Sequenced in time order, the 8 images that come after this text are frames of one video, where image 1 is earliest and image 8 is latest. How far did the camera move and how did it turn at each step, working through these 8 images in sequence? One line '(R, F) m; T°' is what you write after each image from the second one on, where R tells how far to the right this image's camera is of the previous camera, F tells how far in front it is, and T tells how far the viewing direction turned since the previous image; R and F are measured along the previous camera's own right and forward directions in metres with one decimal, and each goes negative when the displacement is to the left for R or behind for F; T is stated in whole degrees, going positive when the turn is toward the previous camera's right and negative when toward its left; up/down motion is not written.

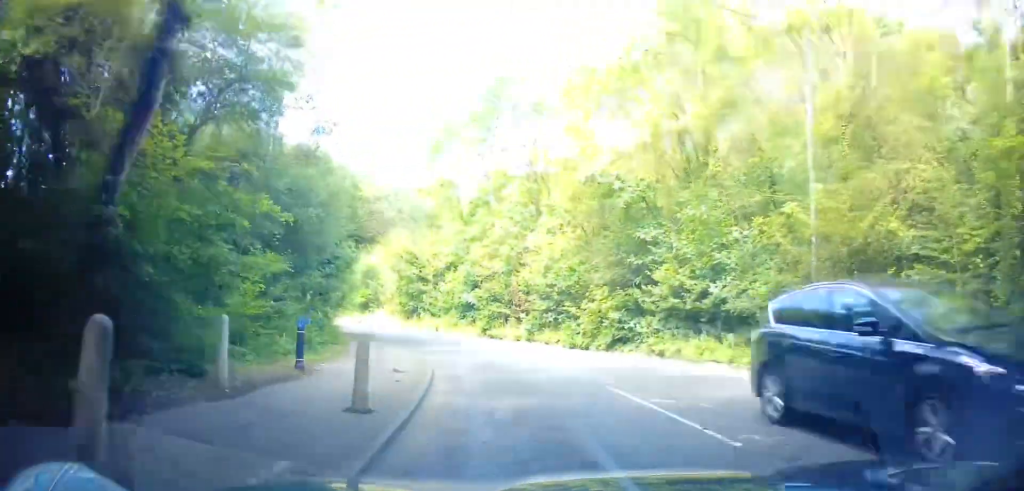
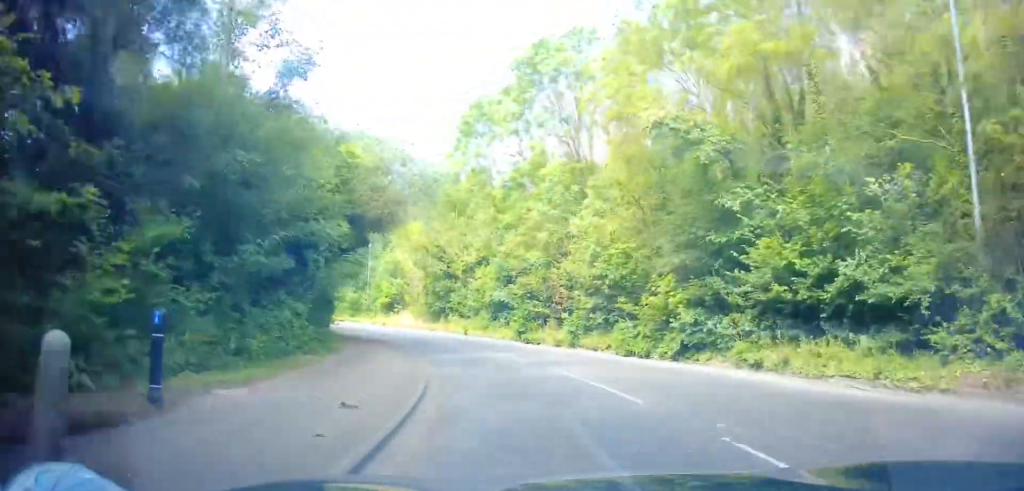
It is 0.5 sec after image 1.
(-0.2, +4.9) m; -5°
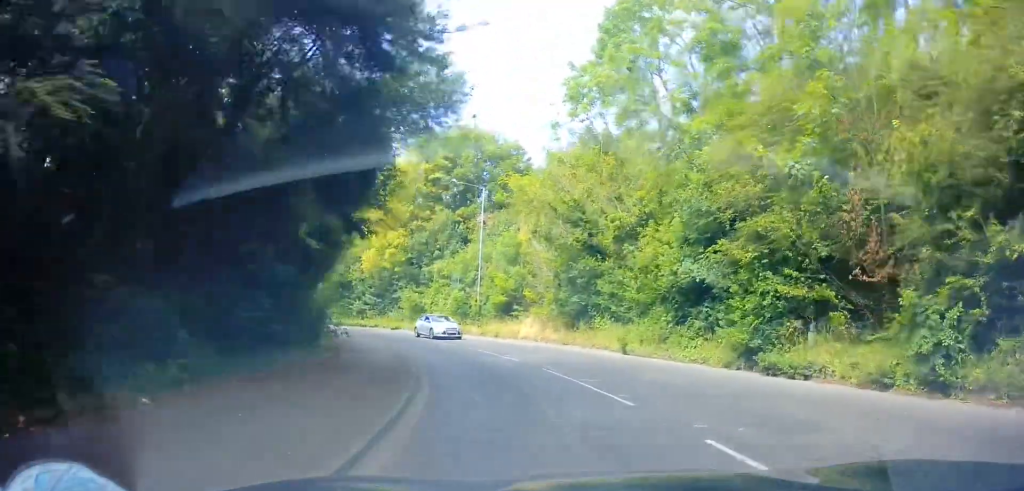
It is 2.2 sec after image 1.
(-0.1, +16.6) m; -10°
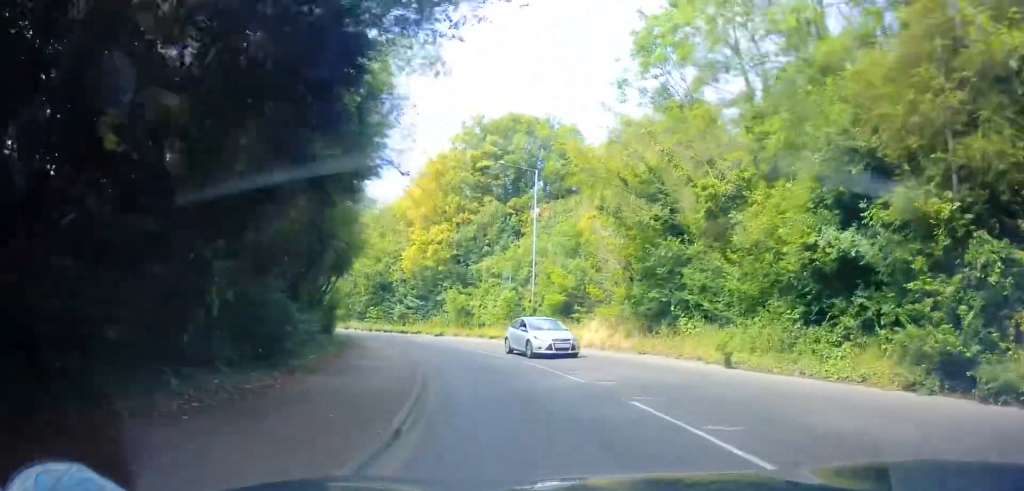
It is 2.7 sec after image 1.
(-0.7, +5.6) m; -8°
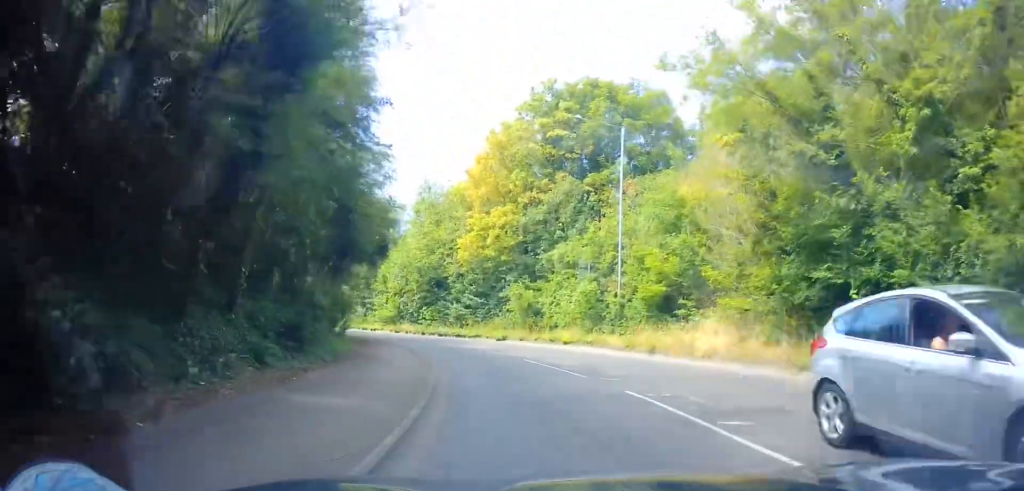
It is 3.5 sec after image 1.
(-1.4, +8.0) m; -11°
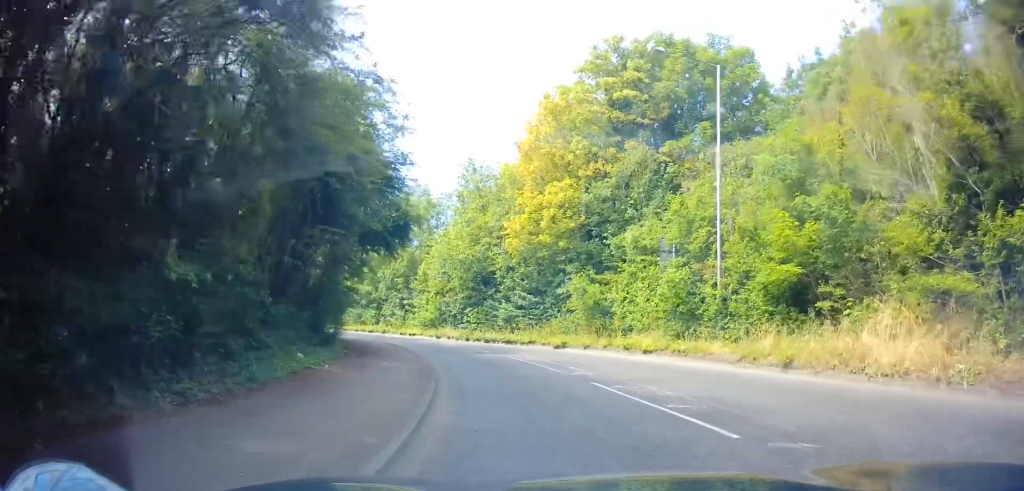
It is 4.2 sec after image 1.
(0.0, +7.8) m; -4°
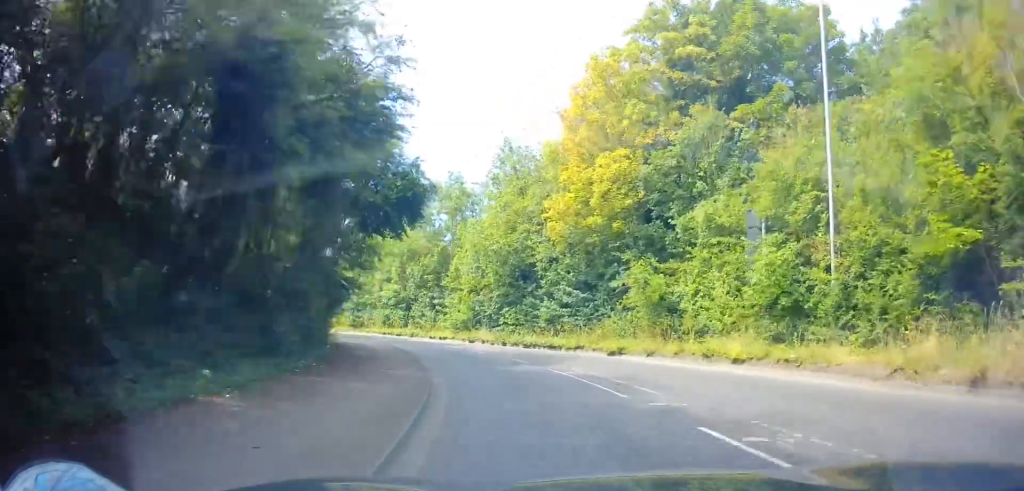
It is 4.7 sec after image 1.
(-0.2, +5.6) m; -4°
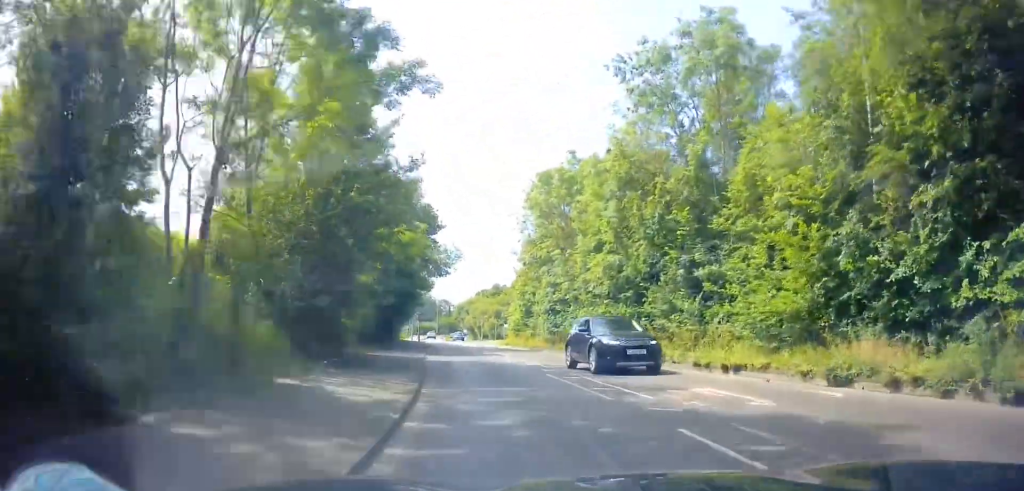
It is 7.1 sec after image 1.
(-6.6, +27.0) m; -26°
